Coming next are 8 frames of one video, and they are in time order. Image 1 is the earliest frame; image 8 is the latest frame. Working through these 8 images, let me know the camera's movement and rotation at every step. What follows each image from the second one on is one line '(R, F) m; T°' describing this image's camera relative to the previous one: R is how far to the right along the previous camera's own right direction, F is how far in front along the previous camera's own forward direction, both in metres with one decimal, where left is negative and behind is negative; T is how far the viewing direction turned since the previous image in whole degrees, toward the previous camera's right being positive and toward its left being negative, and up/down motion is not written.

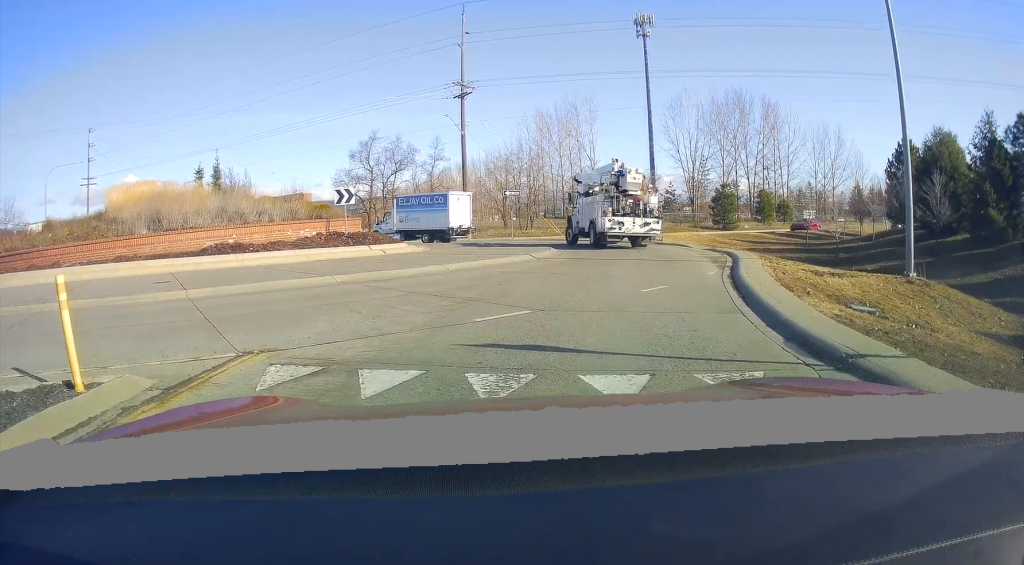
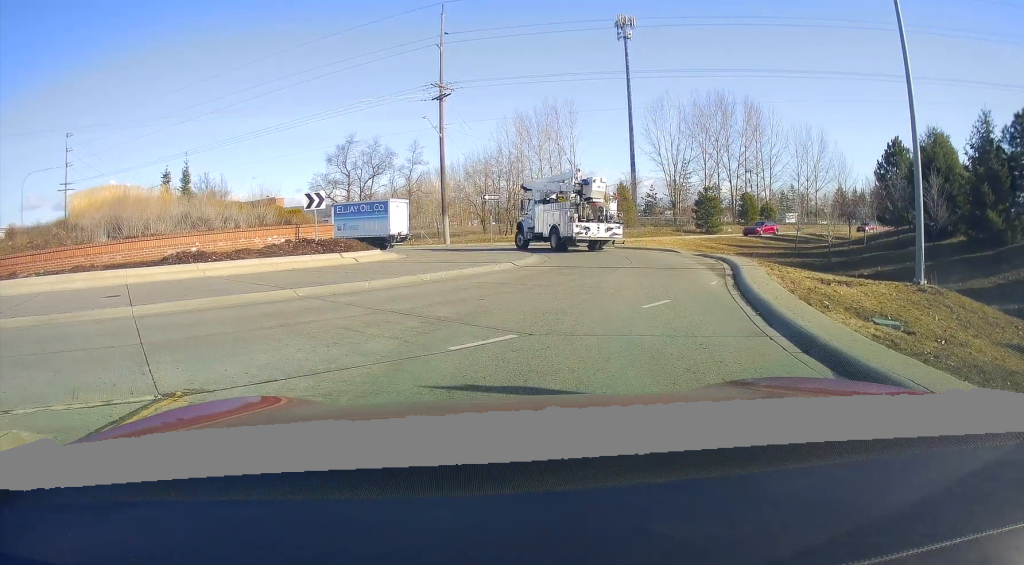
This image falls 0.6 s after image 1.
(+0.2, +2.5) m; +5°
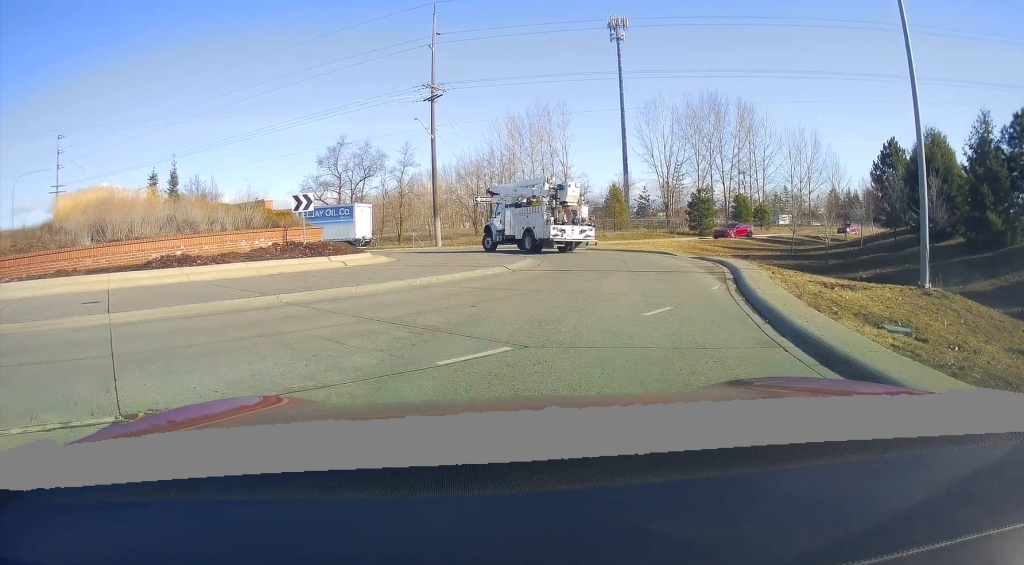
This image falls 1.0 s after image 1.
(0.0, +0.8) m; +1°
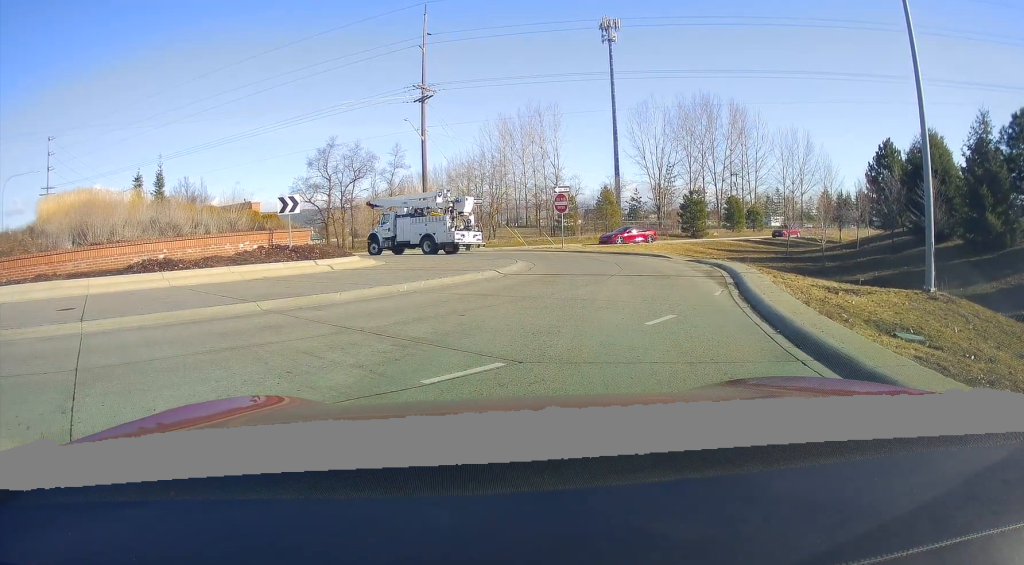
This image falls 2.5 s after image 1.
(+0.1, +2.7) m; +2°
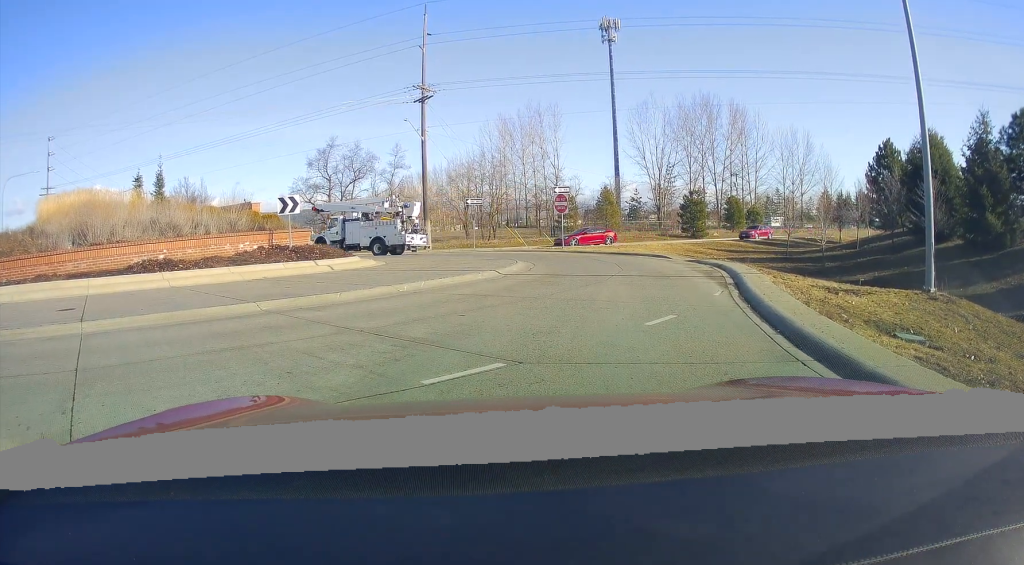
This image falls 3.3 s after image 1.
(-0.1, +1.0) m; -1°
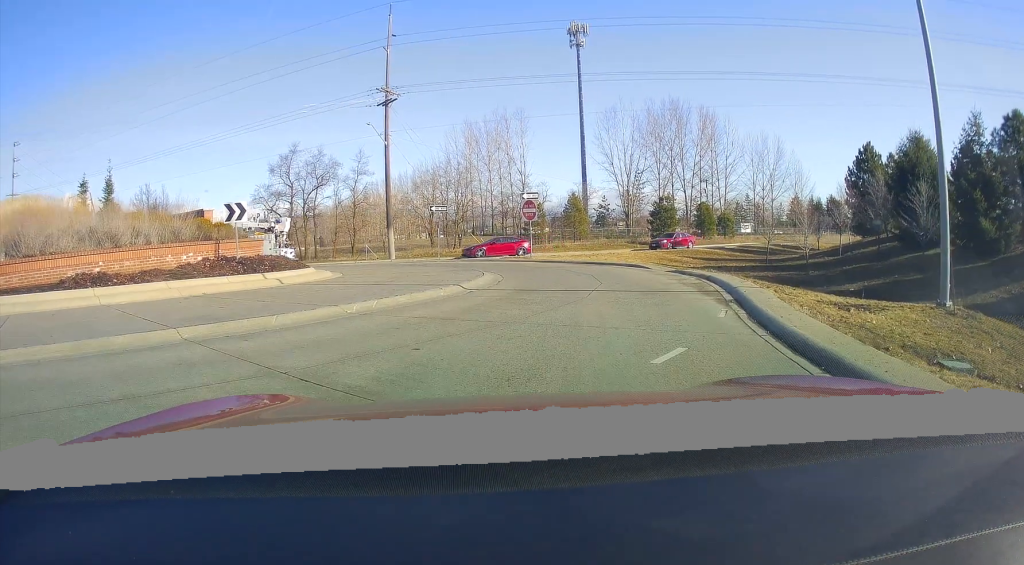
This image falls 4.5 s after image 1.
(0.0, +2.0) m; +7°
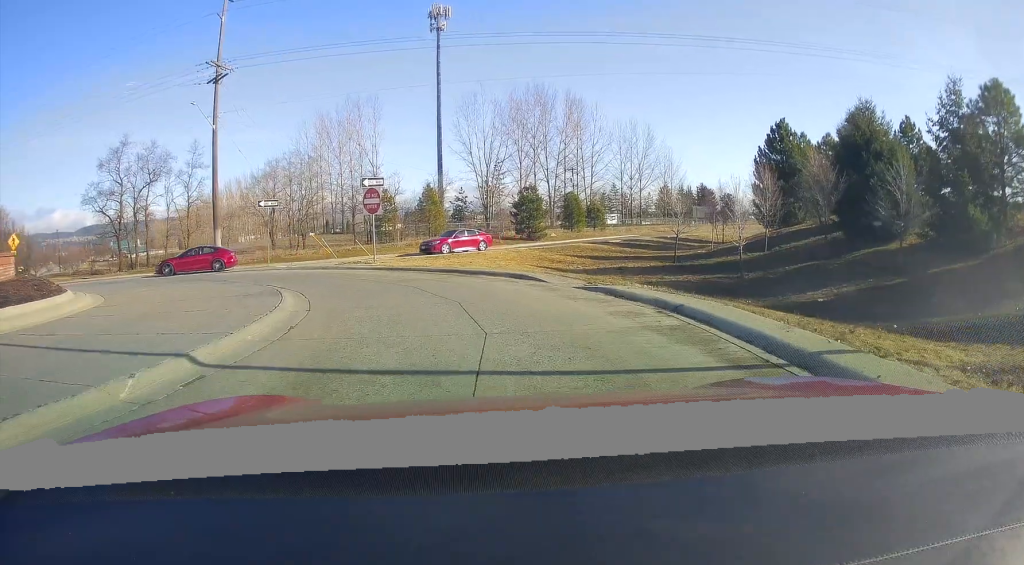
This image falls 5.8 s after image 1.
(+0.4, +4.9) m; +6°
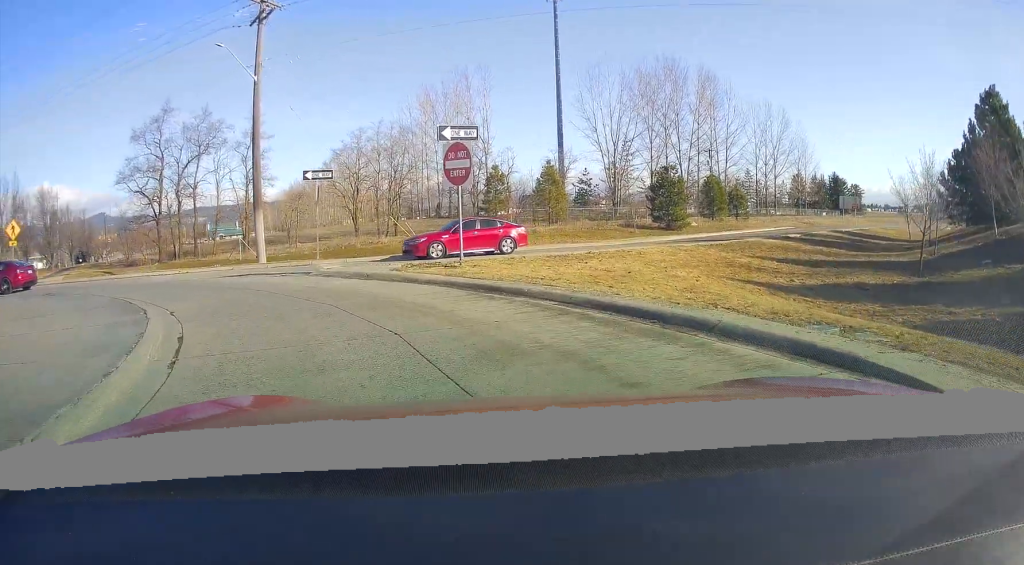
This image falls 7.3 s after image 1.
(-0.7, +8.7) m; -18°
